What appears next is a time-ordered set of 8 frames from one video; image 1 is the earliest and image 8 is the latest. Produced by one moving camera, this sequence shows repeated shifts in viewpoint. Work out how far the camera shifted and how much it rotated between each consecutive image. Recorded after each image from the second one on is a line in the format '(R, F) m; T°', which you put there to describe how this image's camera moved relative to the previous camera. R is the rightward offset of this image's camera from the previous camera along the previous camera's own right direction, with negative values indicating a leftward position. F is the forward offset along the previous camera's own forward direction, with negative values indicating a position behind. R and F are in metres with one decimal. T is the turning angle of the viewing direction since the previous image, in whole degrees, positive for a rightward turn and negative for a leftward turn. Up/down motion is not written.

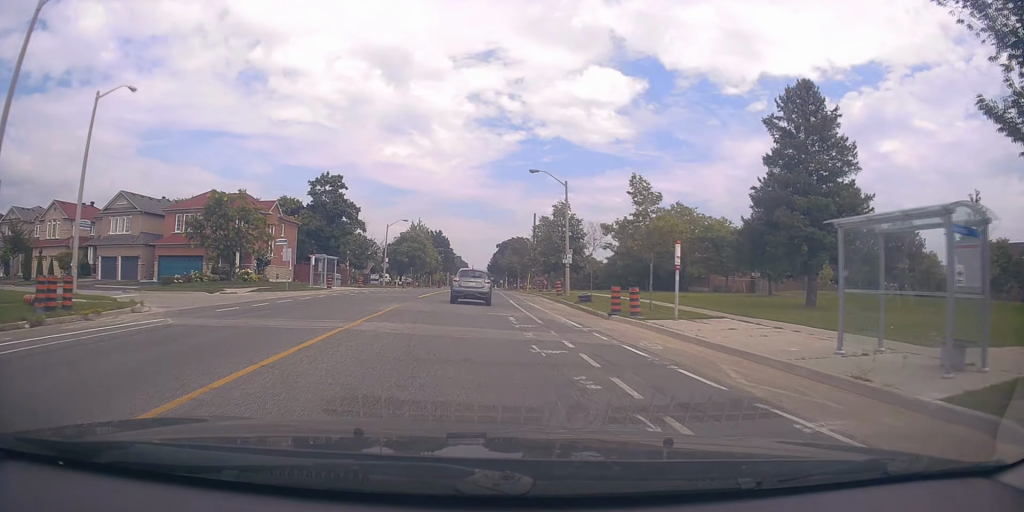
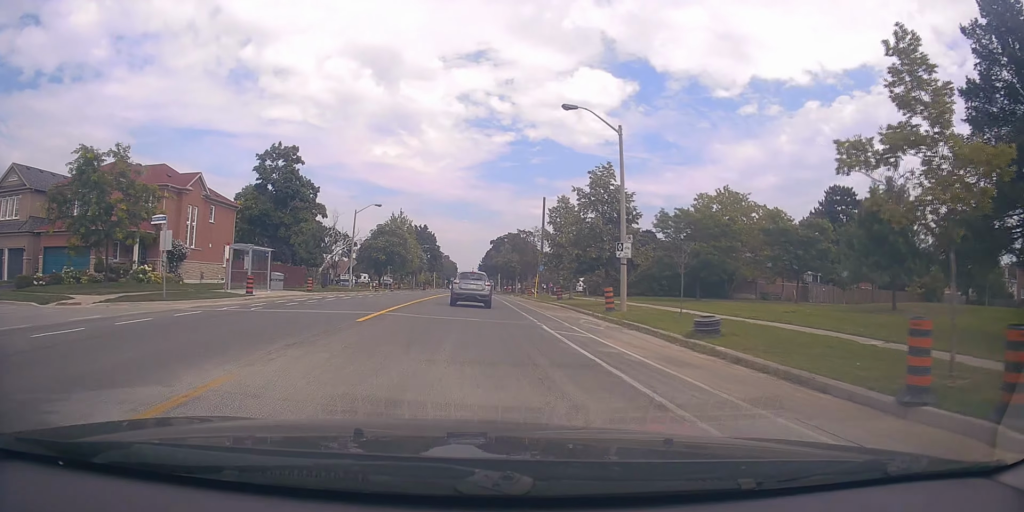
(+0.3, +15.3) m; -1°
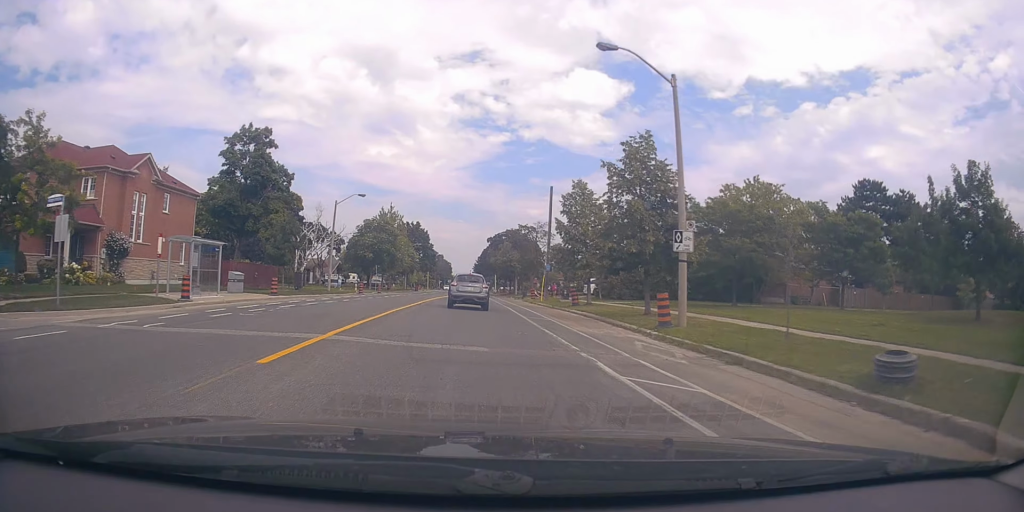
(-0.3, +6.8) m; +1°
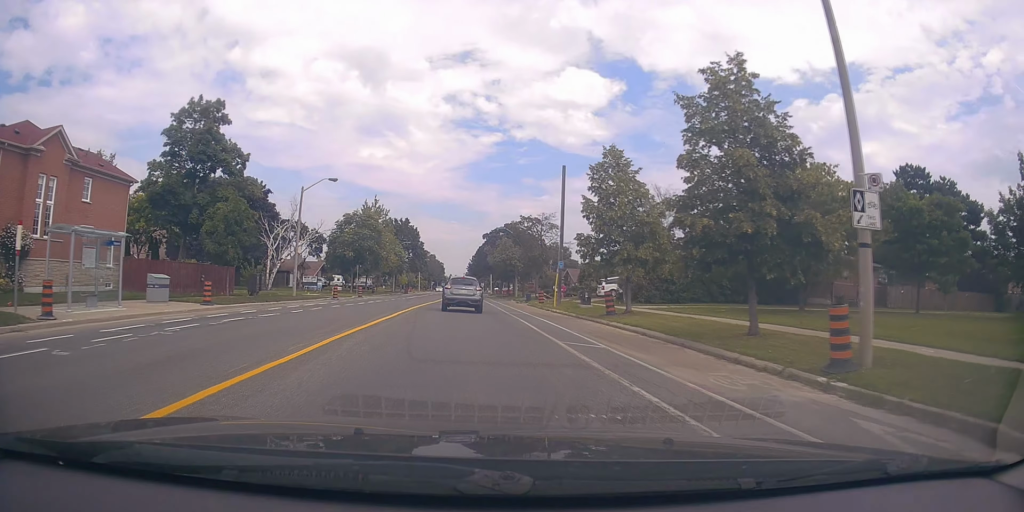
(-0.1, +8.6) m; +1°
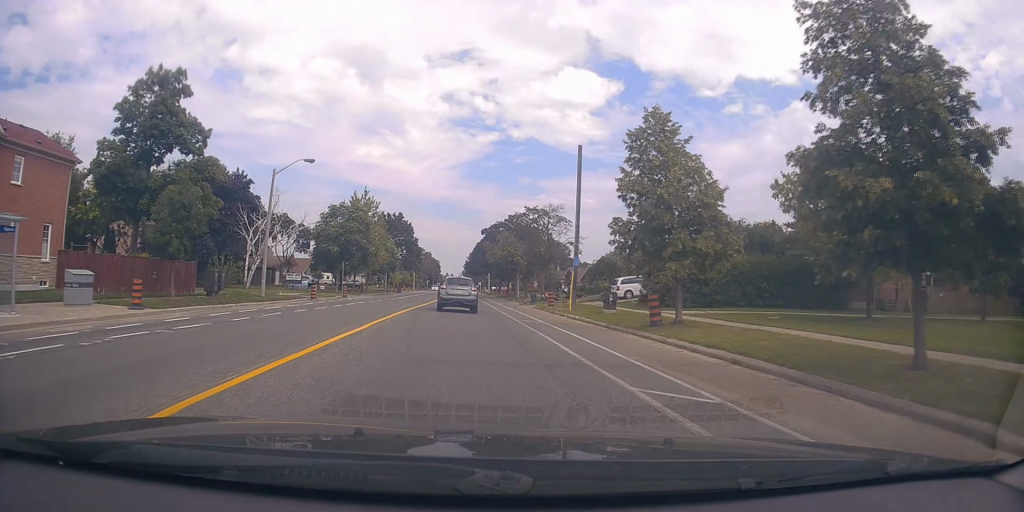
(+0.4, +5.8) m; +1°
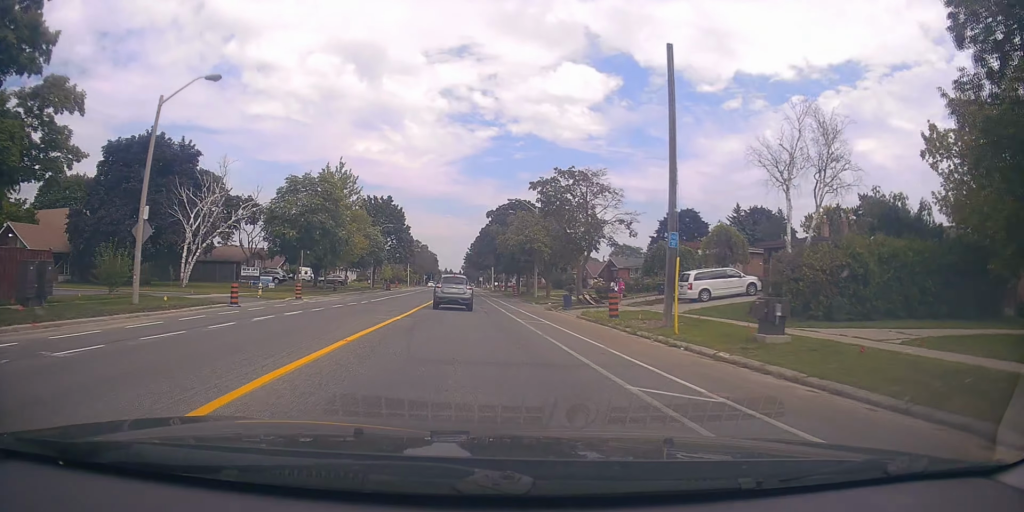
(+0.1, +14.1) m; +1°
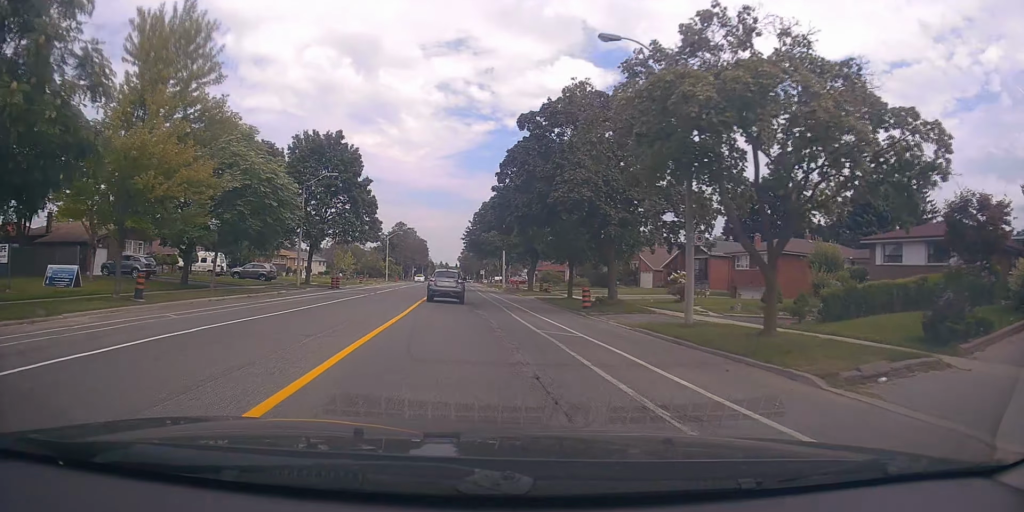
(+0.9, +32.2) m; 0°
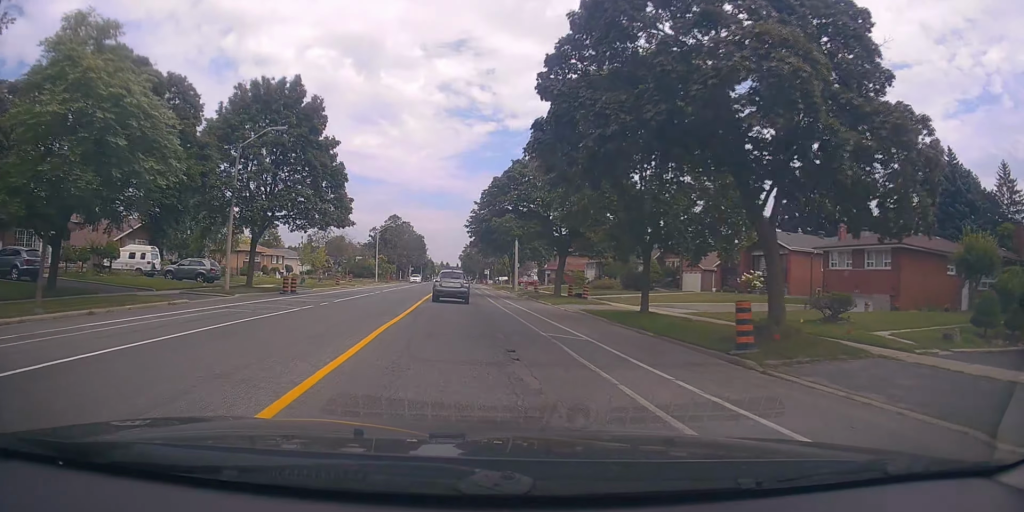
(-0.5, +13.4) m; -2°
